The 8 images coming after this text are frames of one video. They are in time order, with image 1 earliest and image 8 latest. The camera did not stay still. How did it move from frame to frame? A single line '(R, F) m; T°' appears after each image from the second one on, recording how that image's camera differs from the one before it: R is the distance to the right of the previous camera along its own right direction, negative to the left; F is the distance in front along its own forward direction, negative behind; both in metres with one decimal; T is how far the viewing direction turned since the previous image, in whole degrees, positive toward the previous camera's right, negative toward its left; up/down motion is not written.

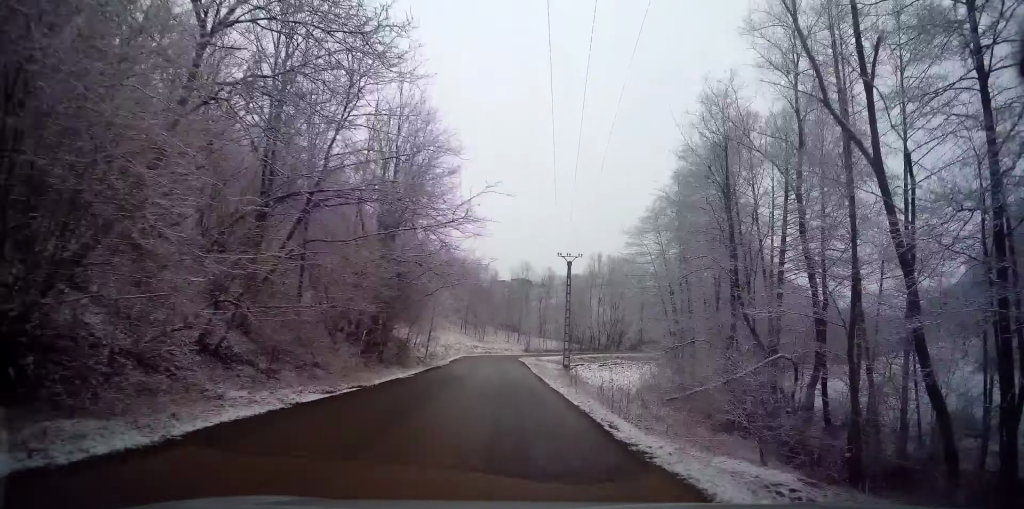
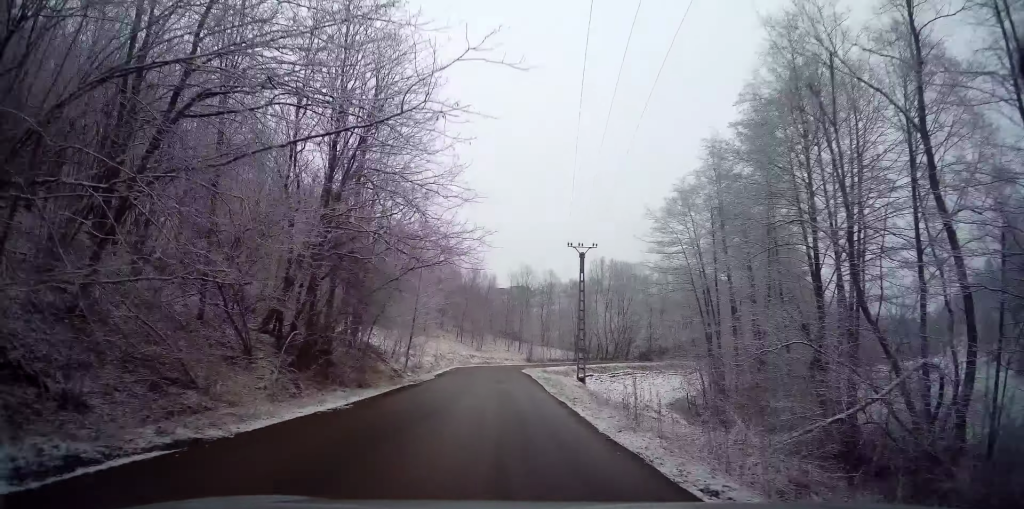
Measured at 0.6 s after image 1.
(-0.2, +8.1) m; -1°
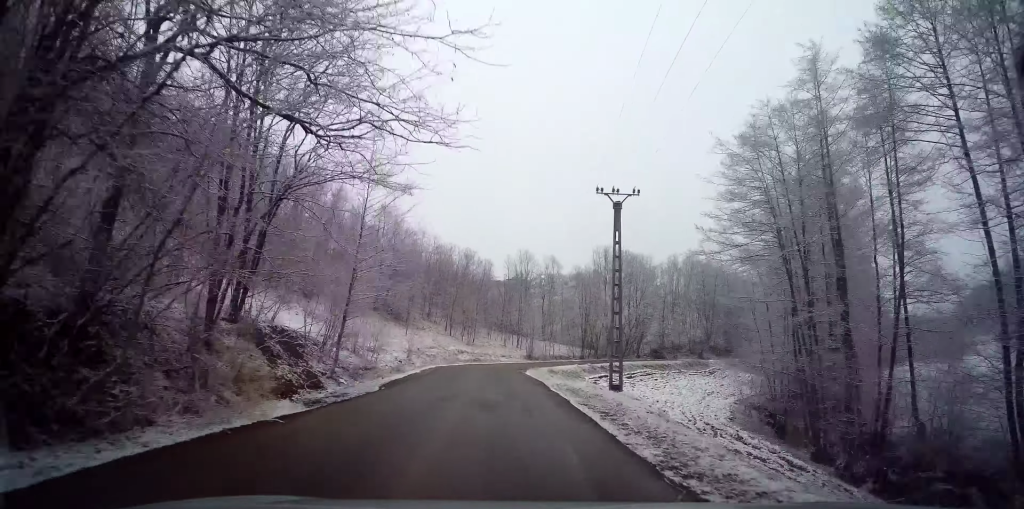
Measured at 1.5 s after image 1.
(0.0, +12.0) m; 0°
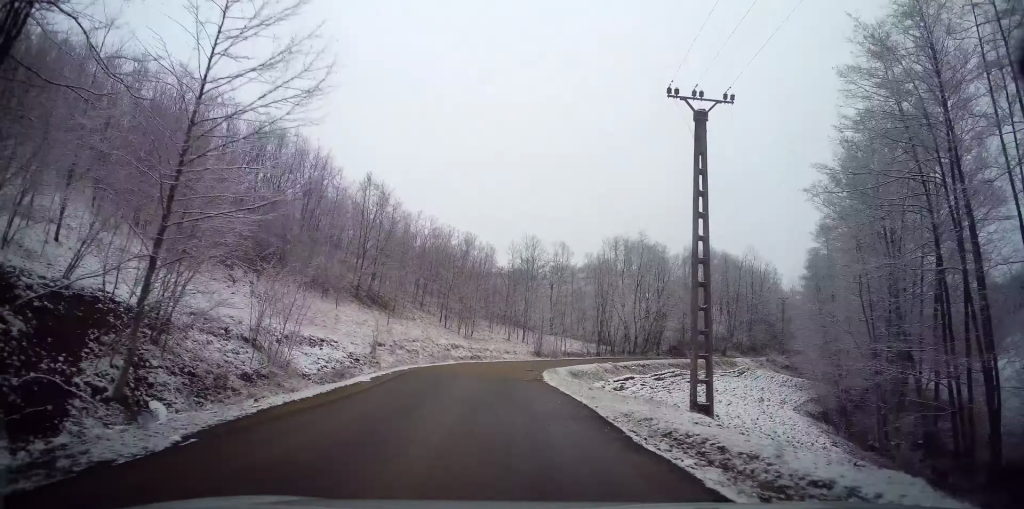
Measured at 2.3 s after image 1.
(+0.1, +10.1) m; 0°
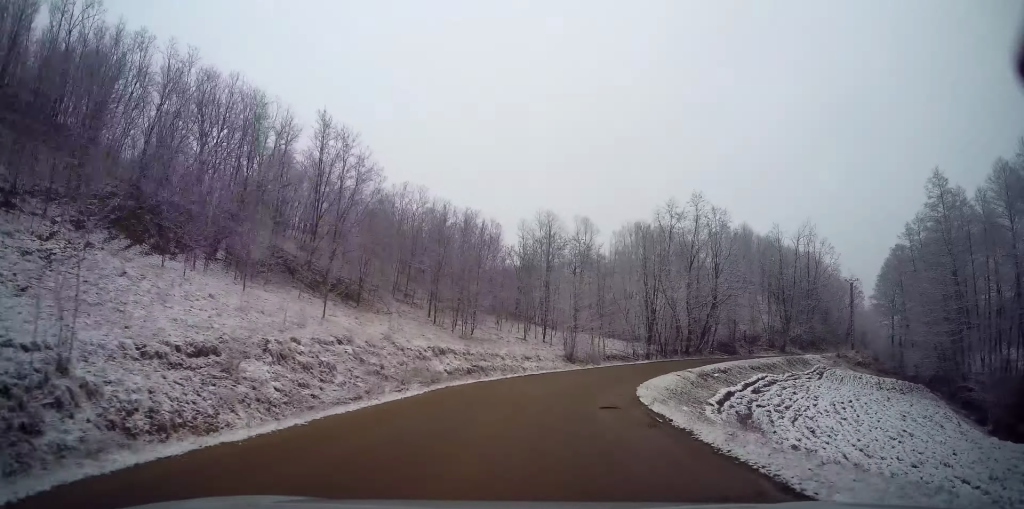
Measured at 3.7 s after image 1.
(-0.2, +18.9) m; 0°
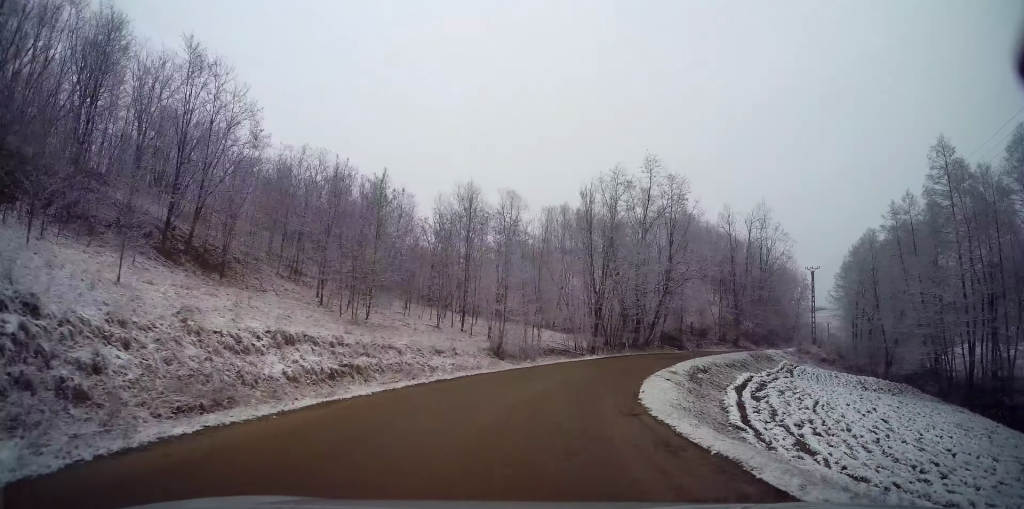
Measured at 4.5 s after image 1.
(-0.2, +10.6) m; +5°
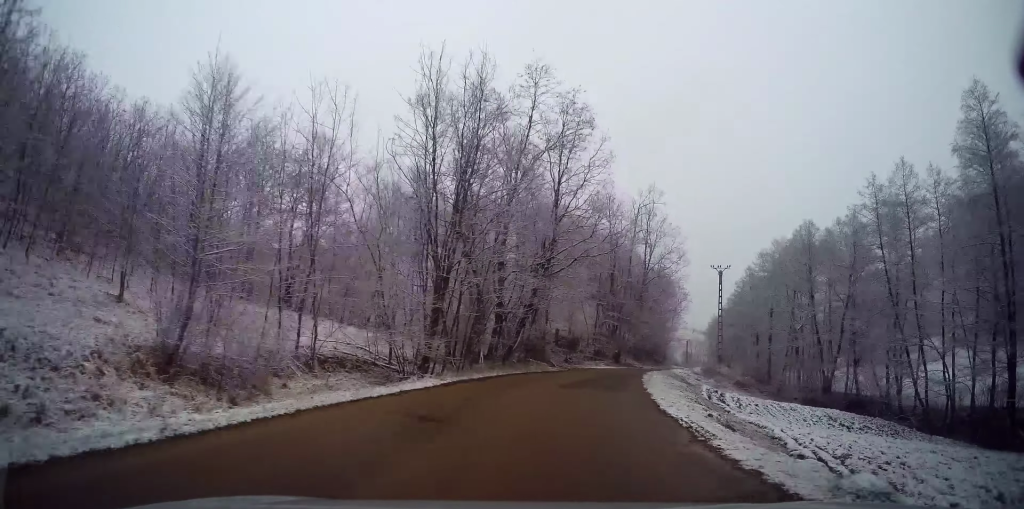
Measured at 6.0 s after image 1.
(+3.3, +19.3) m; +17°
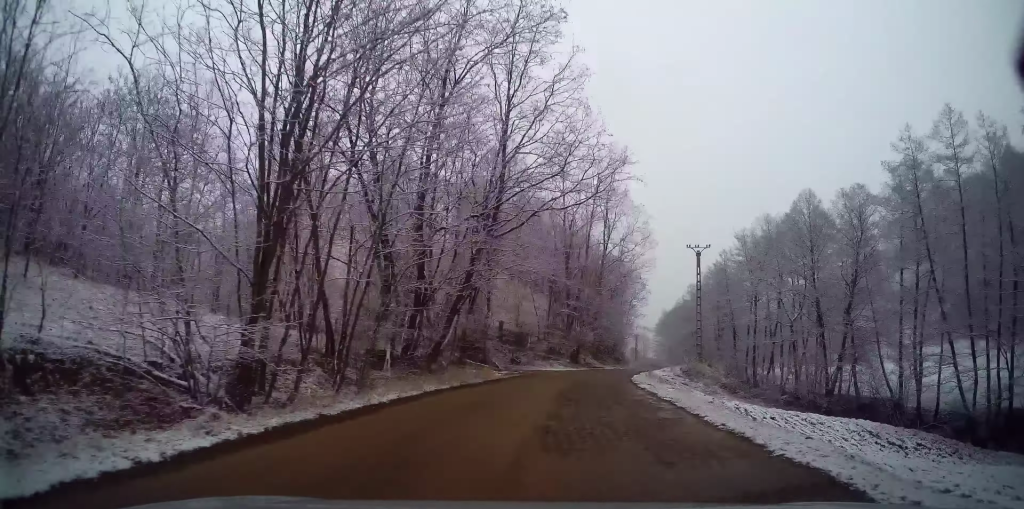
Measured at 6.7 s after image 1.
(+0.6, +10.0) m; +7°
